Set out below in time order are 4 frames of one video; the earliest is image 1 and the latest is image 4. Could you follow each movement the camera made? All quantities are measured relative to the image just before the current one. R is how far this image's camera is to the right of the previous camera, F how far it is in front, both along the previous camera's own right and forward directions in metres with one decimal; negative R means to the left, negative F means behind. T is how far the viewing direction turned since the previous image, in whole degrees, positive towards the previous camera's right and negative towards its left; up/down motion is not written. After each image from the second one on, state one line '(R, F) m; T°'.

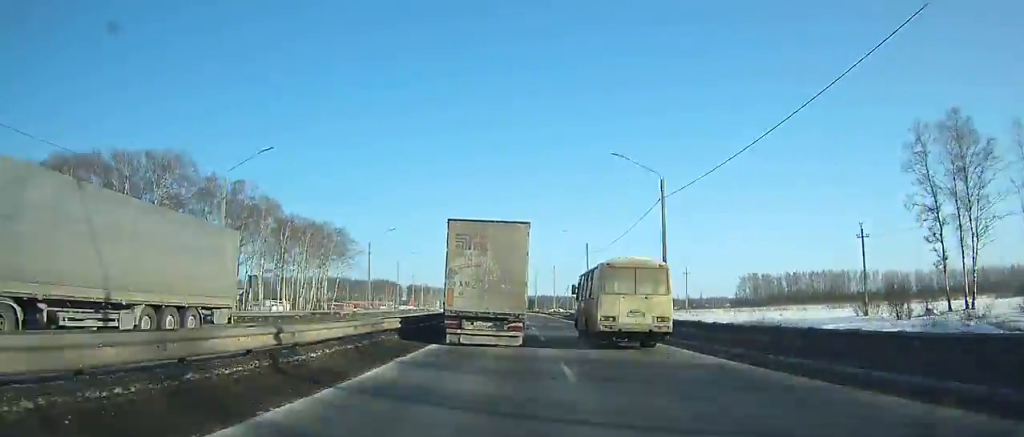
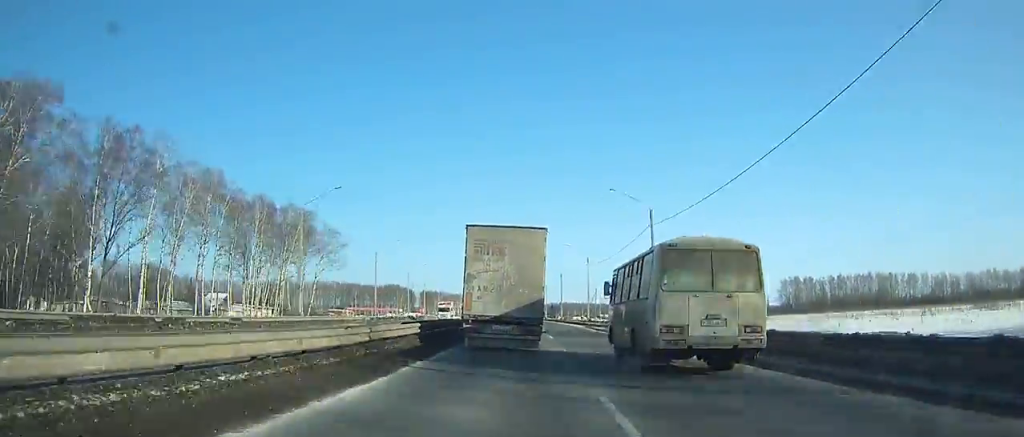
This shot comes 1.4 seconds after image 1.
(-0.1, +29.0) m; -1°
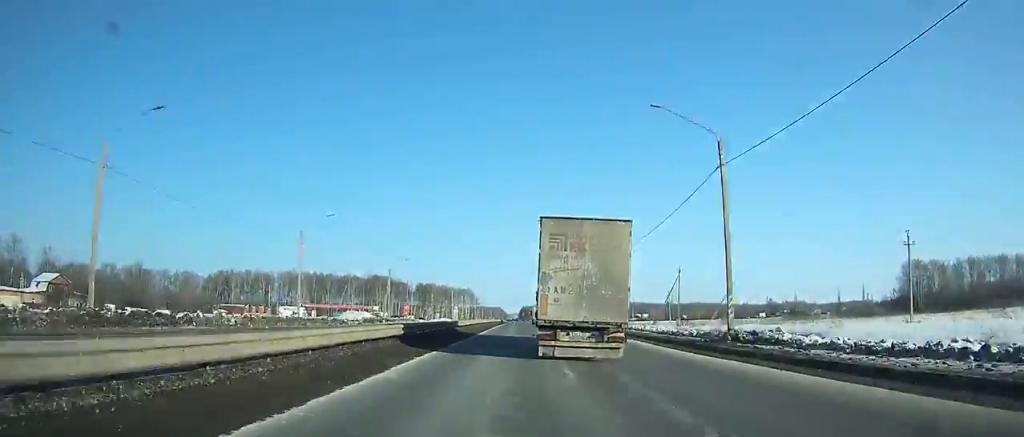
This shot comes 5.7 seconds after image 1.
(-3.3, +92.4) m; -3°
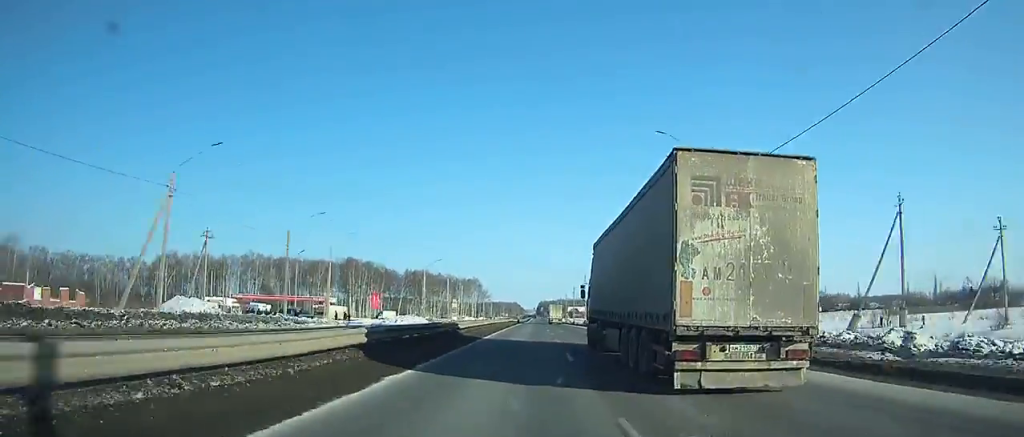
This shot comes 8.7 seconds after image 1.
(-0.9, +66.9) m; -1°
